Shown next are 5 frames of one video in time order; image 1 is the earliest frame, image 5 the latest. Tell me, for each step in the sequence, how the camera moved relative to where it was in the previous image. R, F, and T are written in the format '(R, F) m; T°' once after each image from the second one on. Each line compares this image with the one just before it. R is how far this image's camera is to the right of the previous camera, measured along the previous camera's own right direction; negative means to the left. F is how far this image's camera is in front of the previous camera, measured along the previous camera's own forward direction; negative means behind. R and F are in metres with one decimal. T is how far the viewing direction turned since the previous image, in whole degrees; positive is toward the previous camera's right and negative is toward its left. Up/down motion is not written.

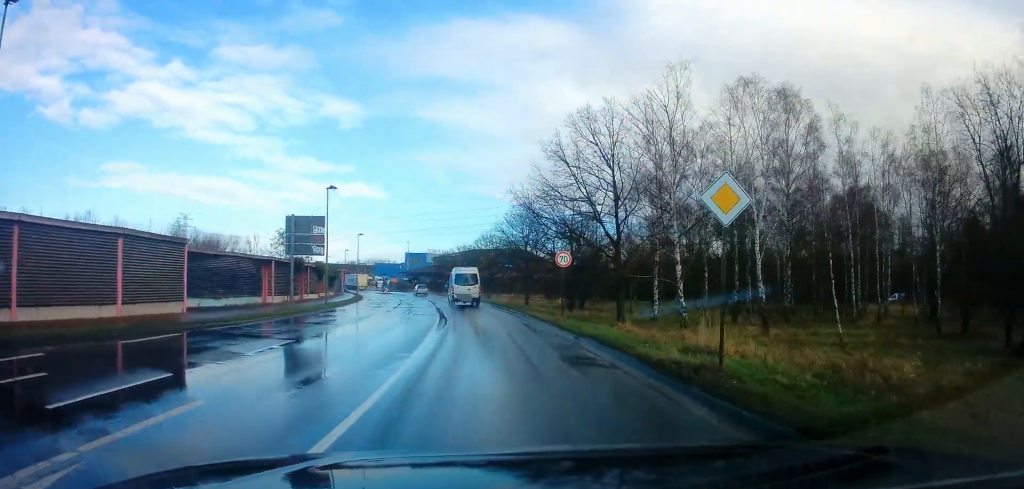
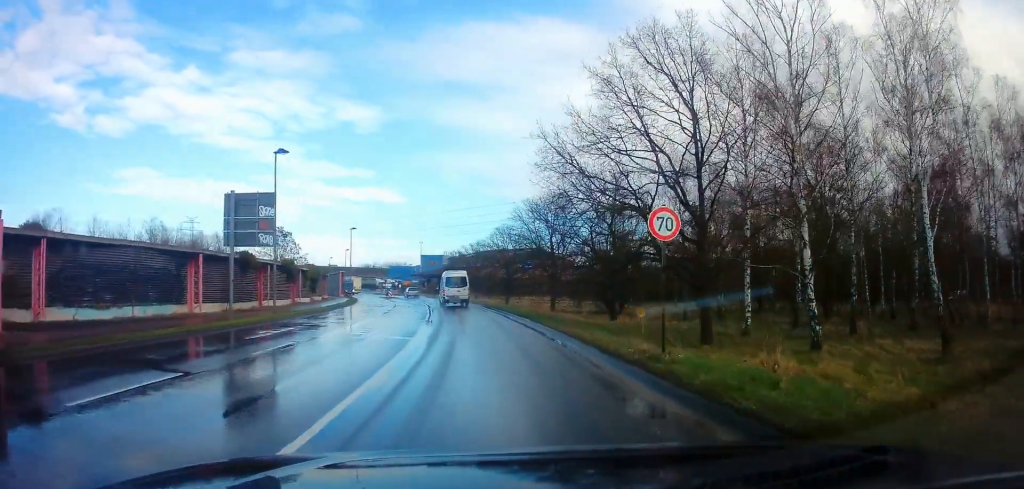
(+0.3, +11.9) m; +1°
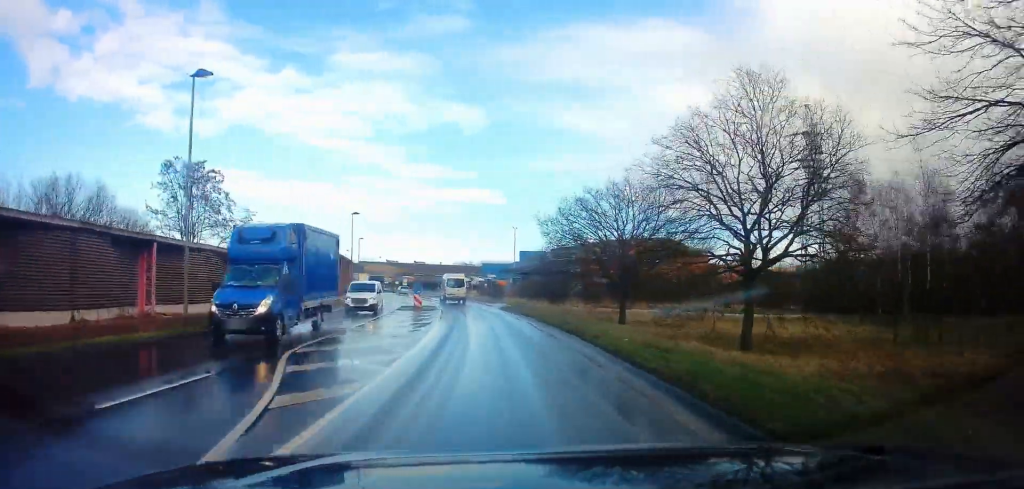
(-5.5, +48.3) m; -10°
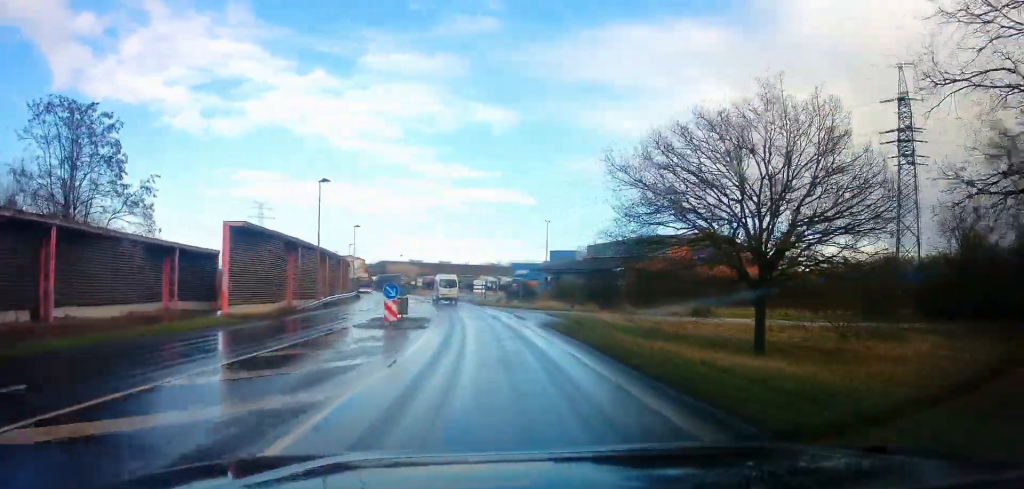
(-0.7, +16.7) m; -4°
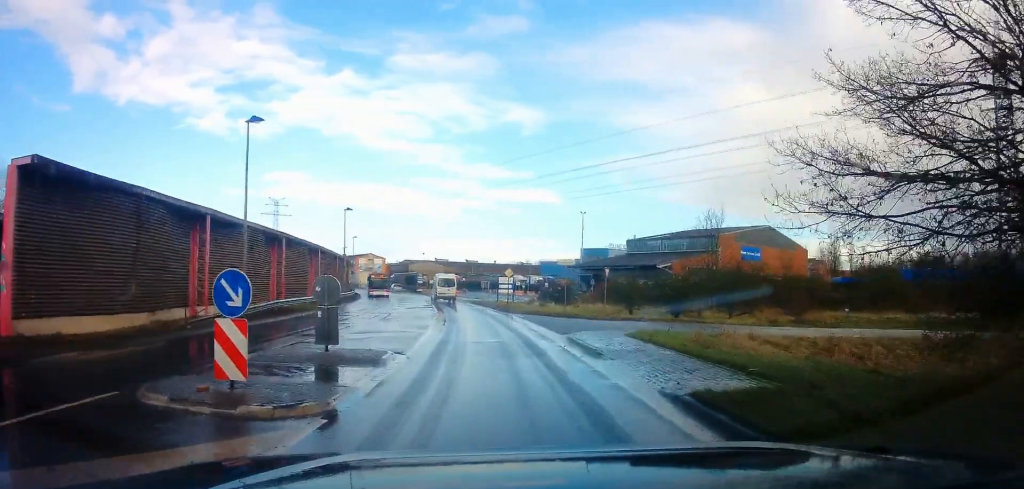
(-0.4, +14.0) m; -3°
